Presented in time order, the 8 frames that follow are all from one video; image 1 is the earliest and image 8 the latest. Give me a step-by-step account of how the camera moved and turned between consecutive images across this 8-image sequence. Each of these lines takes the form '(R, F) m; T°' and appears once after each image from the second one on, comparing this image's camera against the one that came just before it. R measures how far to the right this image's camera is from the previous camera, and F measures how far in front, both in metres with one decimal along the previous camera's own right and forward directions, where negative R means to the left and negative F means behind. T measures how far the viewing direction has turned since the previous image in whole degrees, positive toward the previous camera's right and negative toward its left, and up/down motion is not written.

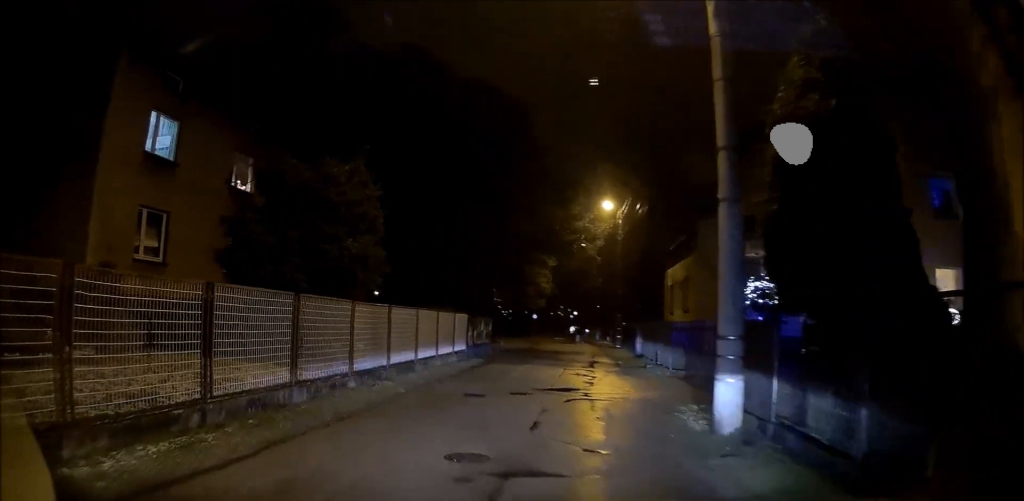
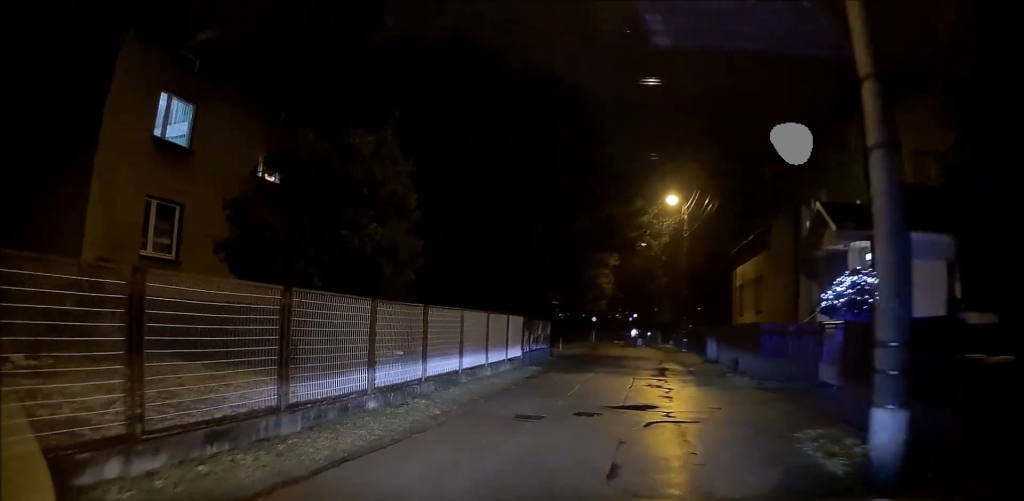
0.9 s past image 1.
(-0.4, +2.0) m; -3°
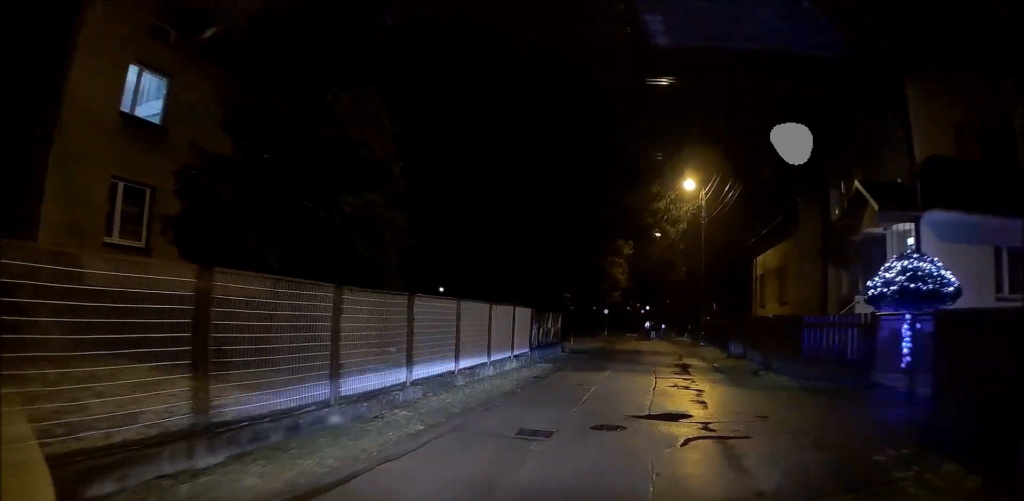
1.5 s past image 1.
(+0.1, +1.5) m; +1°
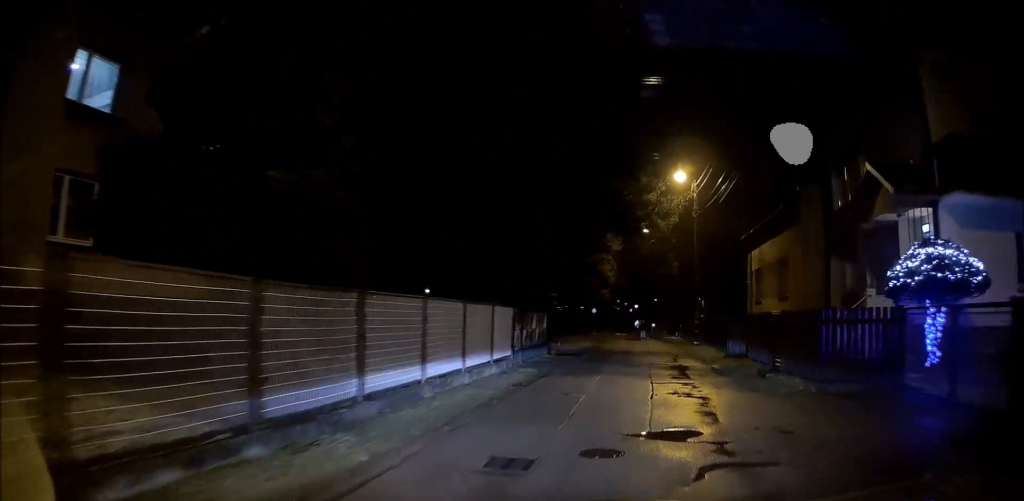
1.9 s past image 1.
(+0.1, +1.1) m; +1°
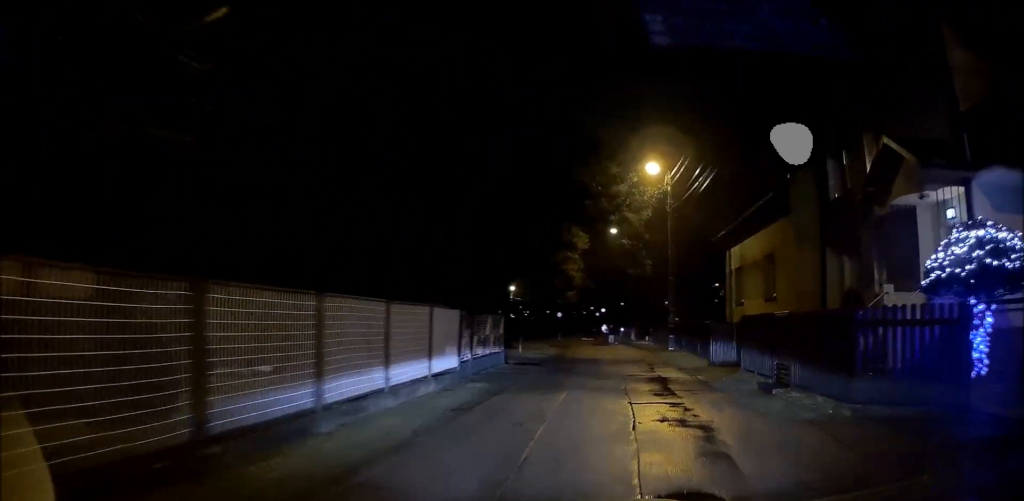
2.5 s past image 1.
(0.0, +2.1) m; -1°
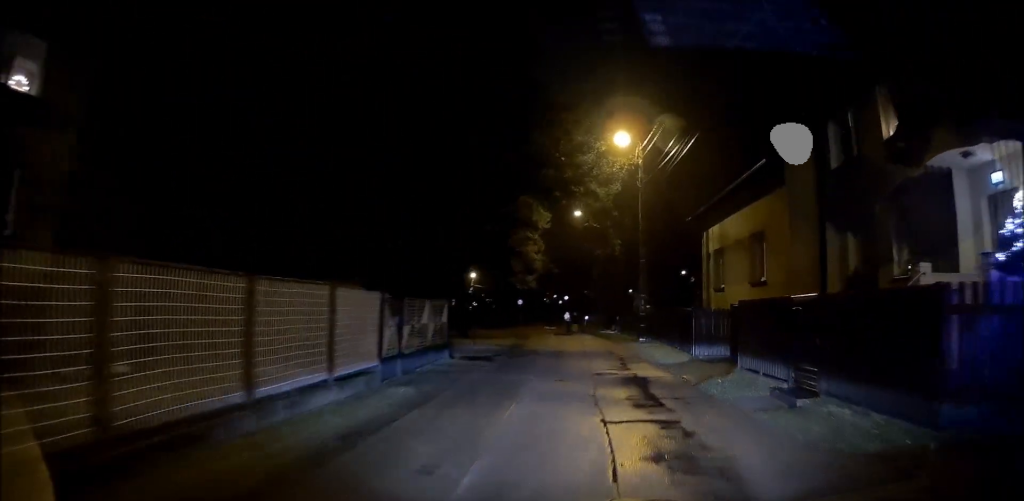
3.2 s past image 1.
(0.0, +2.2) m; -2°
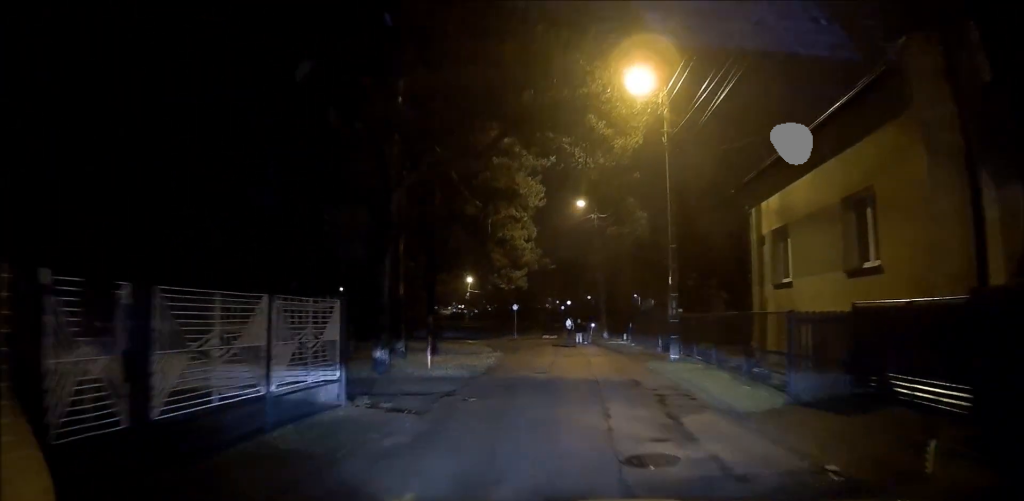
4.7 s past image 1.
(-0.2, +6.6) m; +2°
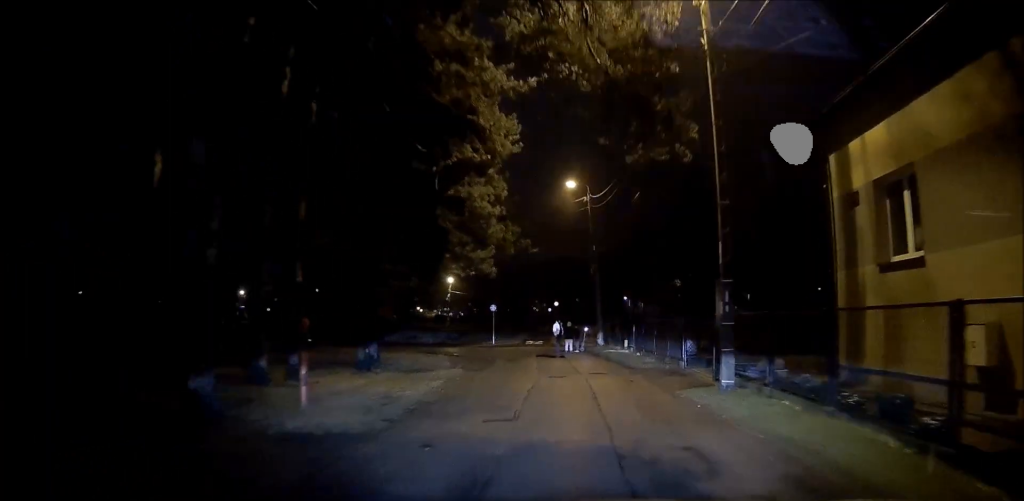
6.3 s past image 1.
(+0.3, +7.4) m; 0°
